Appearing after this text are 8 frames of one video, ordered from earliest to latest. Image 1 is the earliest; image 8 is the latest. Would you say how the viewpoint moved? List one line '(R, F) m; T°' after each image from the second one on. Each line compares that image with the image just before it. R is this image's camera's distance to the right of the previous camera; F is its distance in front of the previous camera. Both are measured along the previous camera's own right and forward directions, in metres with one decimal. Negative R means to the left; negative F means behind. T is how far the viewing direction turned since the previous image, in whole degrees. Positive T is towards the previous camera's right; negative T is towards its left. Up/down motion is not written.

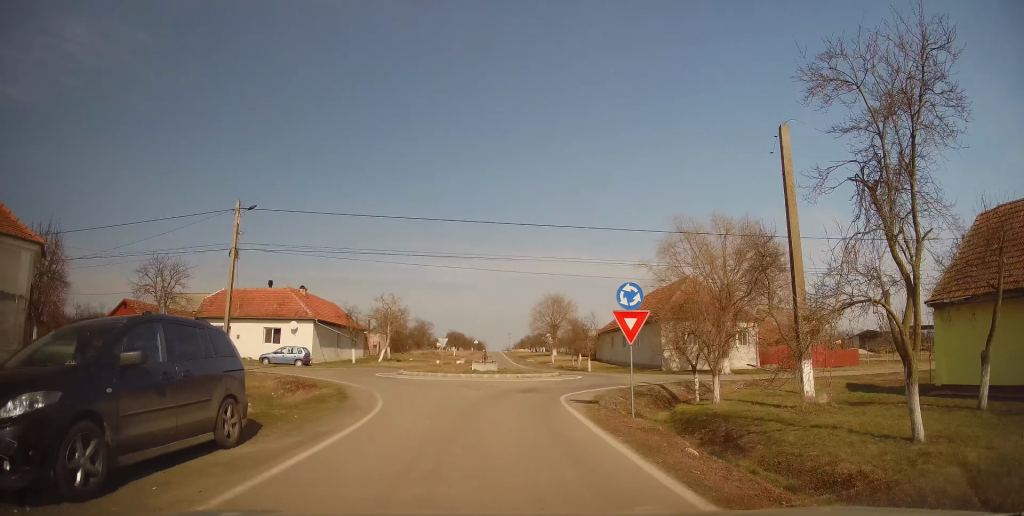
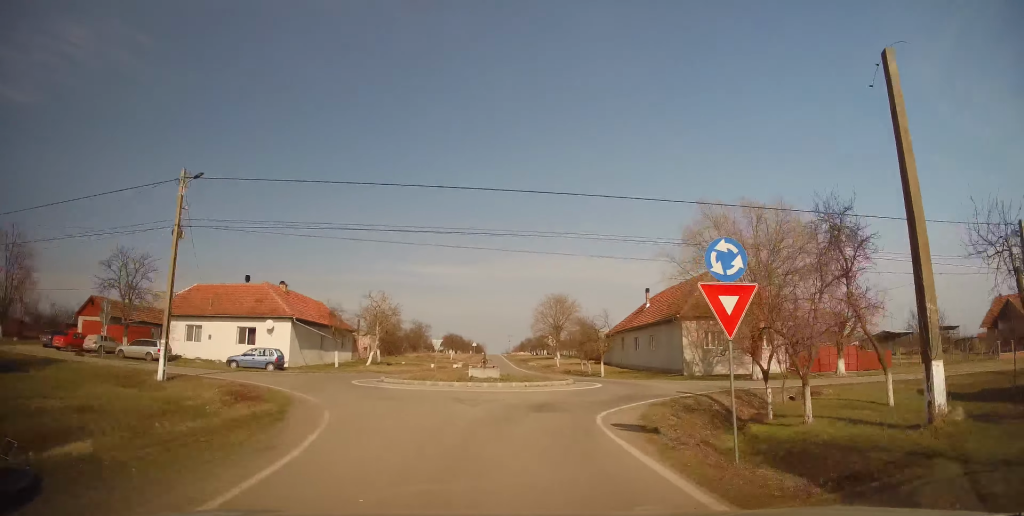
(-0.1, +5.6) m; +1°
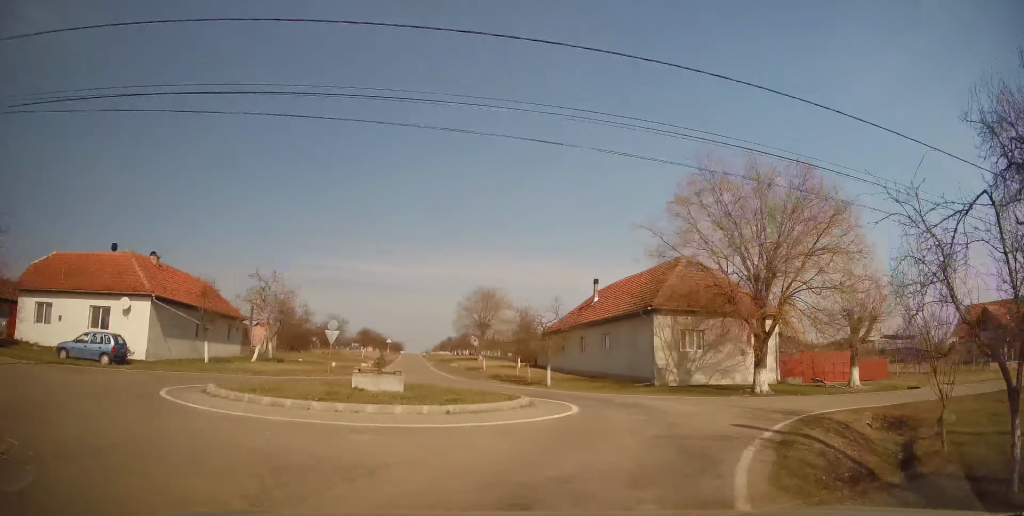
(+0.5, +11.8) m; +5°
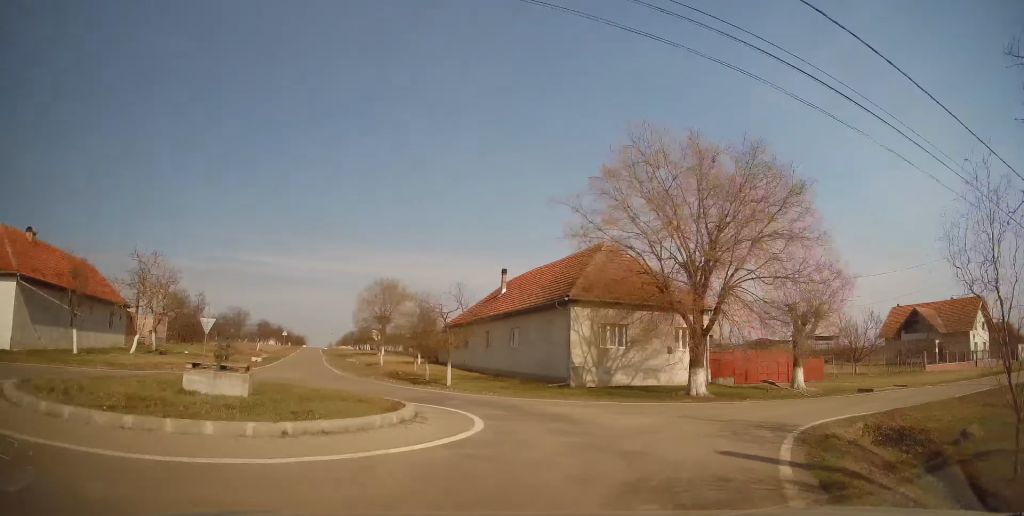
(0.0, +4.8) m; +10°
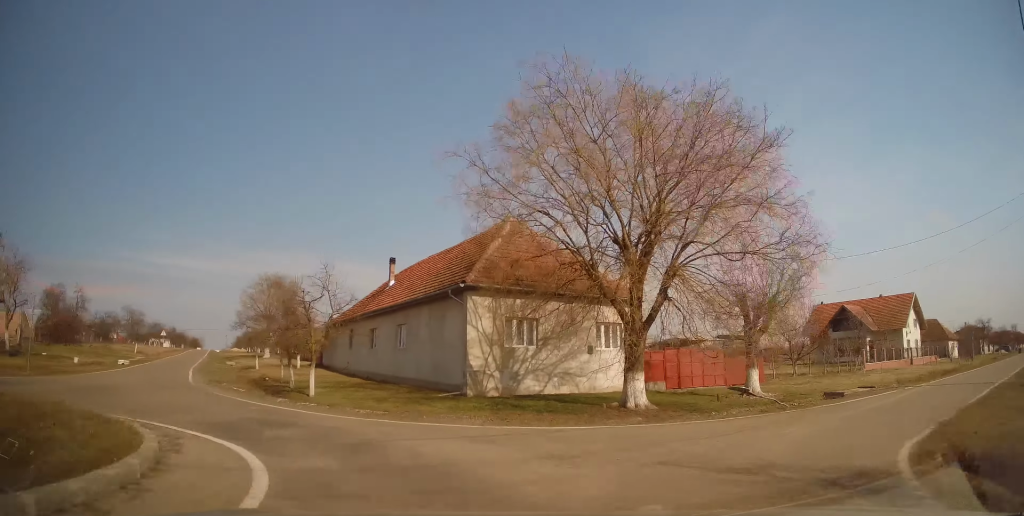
(+0.9, +4.6) m; +4°
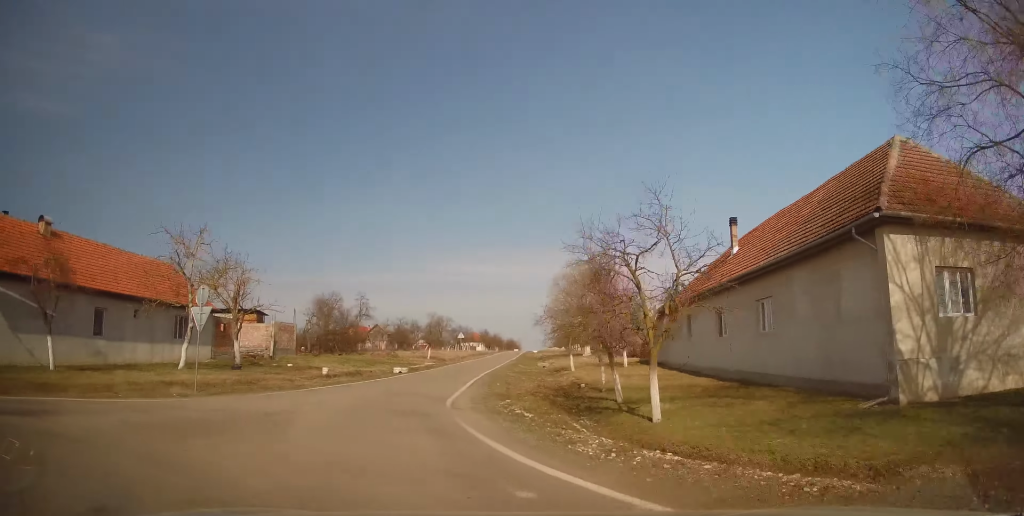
(-1.8, +6.8) m; -29°
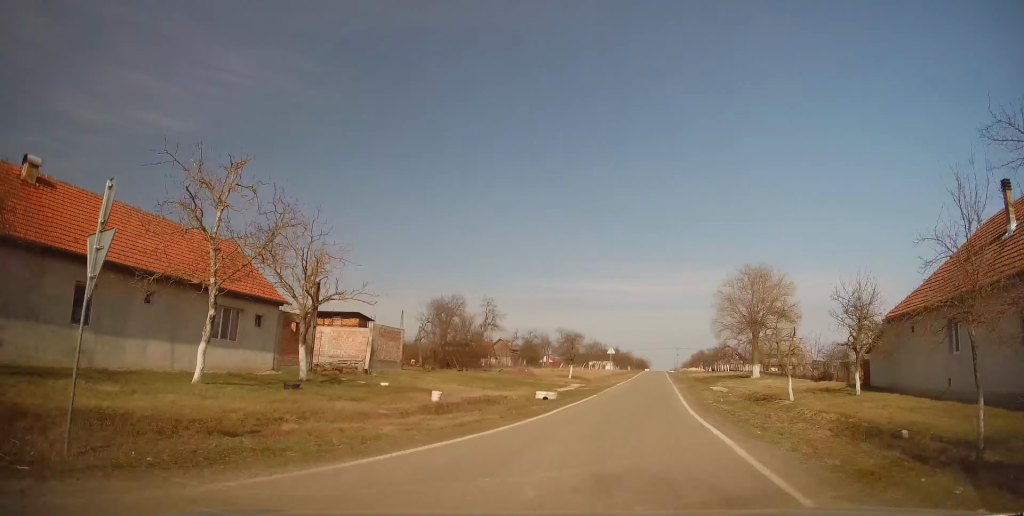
(0.0, +9.6) m; +1°
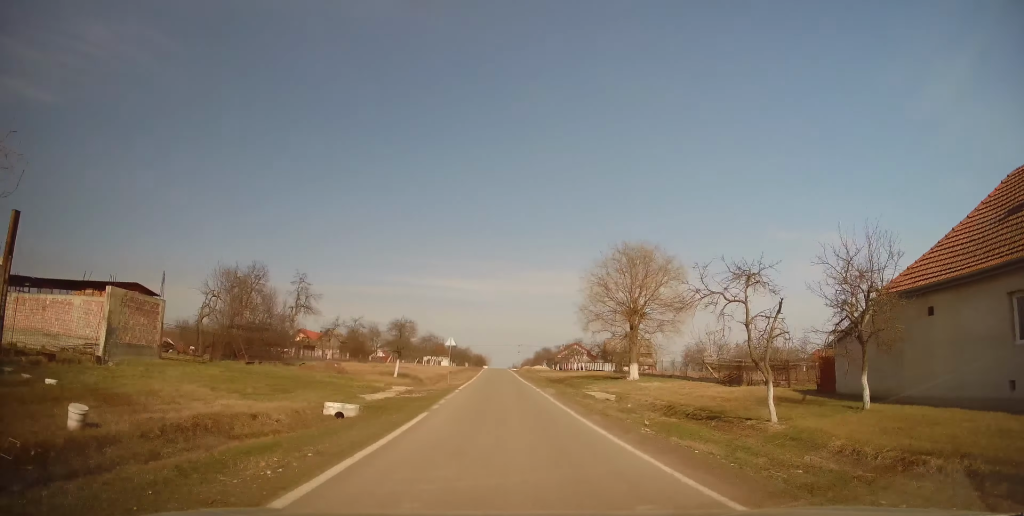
(+0.2, +8.9) m; +4°
